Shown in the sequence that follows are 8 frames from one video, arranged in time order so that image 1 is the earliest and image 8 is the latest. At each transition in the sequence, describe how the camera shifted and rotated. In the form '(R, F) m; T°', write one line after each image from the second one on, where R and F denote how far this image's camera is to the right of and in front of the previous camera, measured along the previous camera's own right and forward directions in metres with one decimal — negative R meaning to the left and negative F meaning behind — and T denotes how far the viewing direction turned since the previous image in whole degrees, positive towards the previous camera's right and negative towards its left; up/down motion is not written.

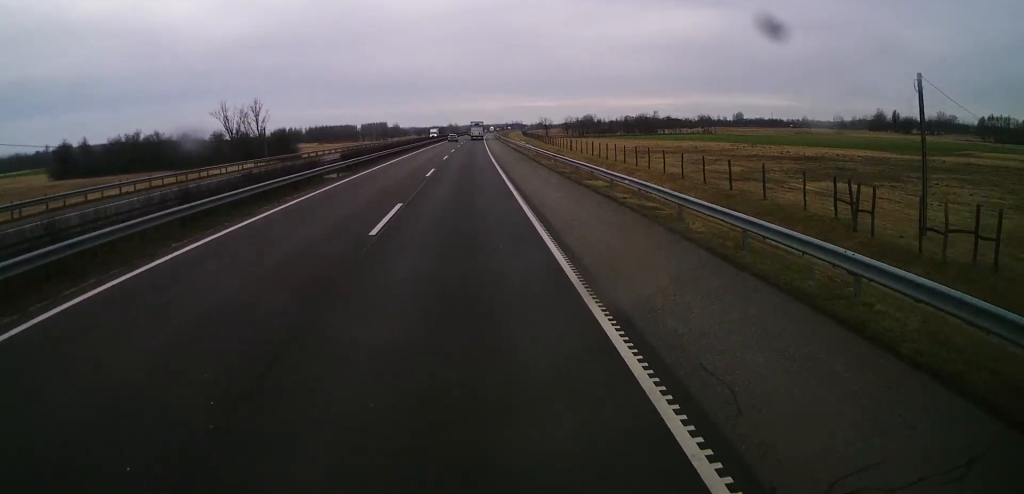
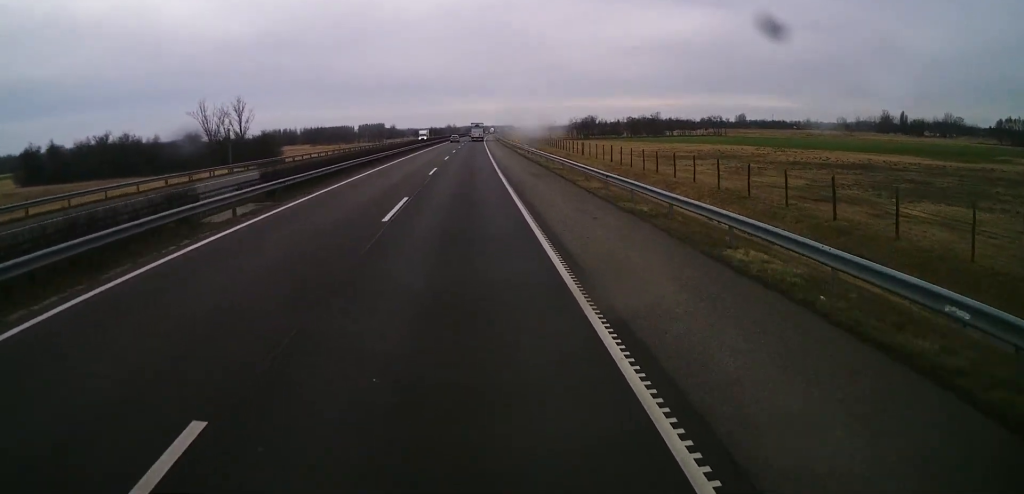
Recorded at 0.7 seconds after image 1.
(0.0, +15.3) m; 0°
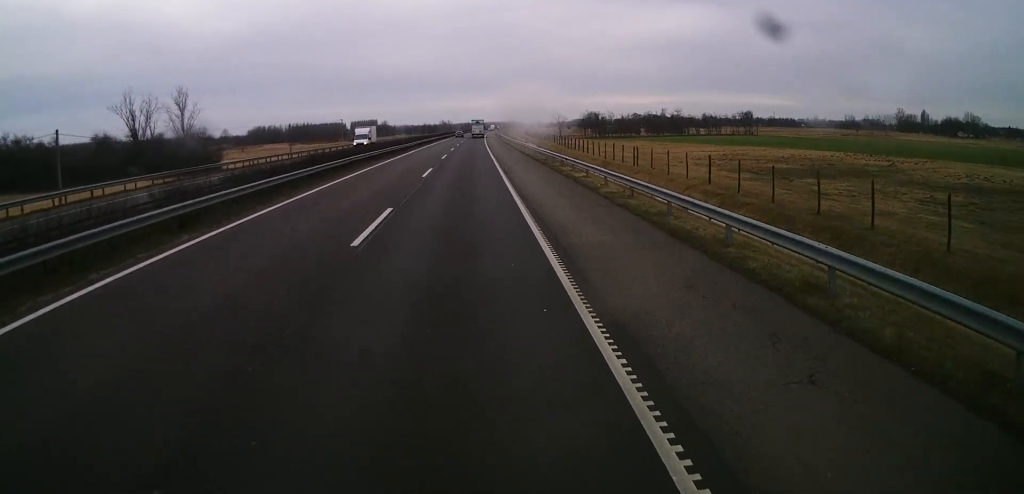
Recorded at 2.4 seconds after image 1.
(+0.4, +40.1) m; +2°
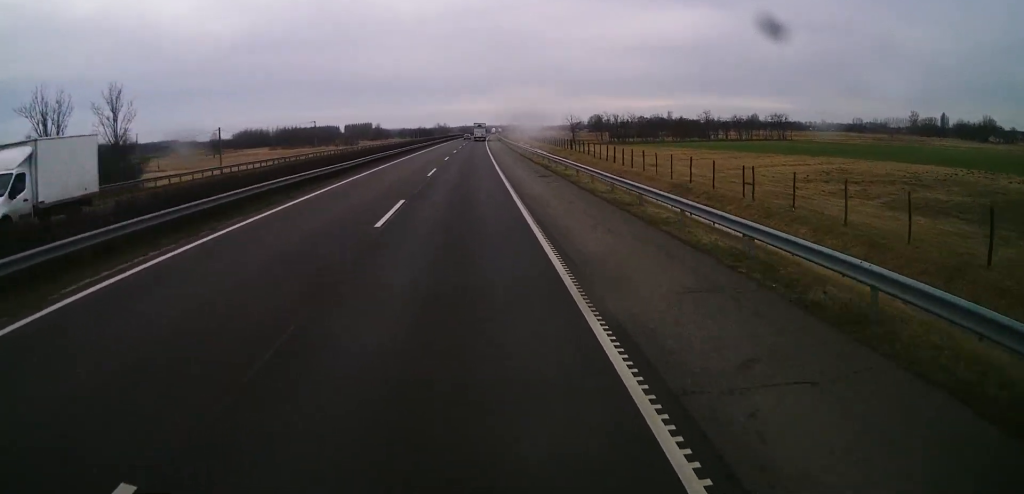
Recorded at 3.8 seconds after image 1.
(0.0, +33.3) m; 0°
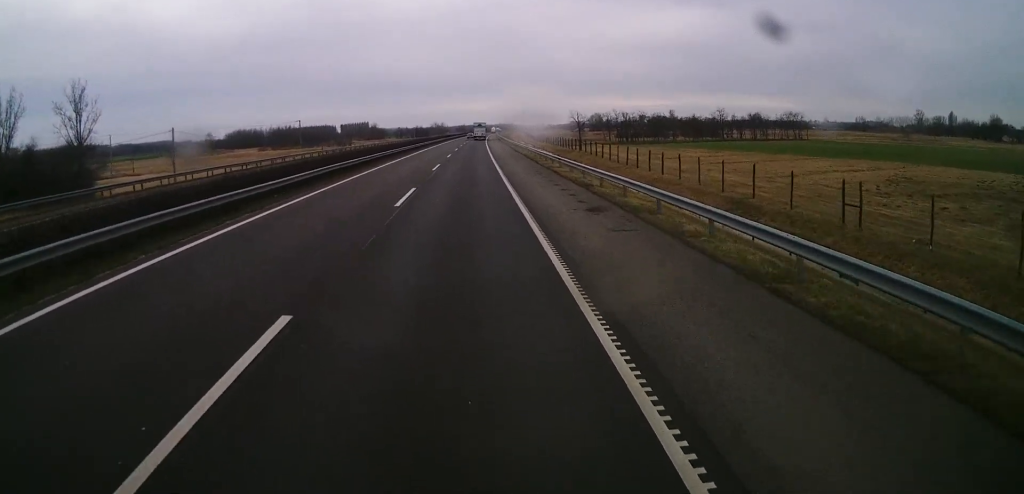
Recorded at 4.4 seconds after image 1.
(0.0, +14.0) m; 0°
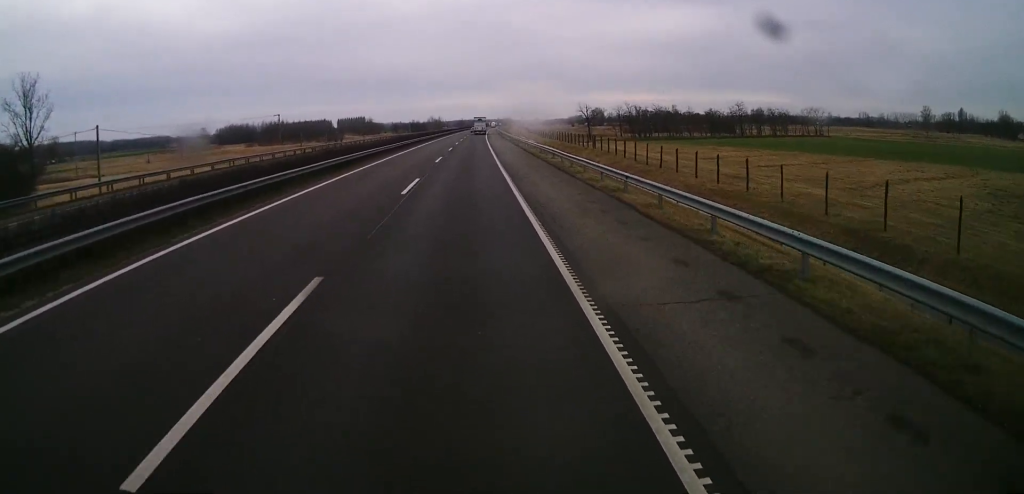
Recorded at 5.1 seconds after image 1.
(+0.2, +16.3) m; 0°
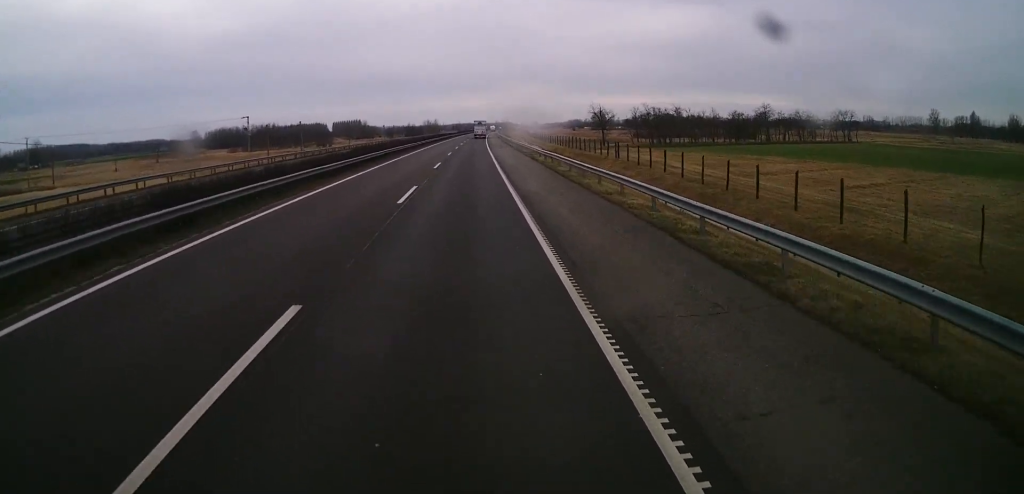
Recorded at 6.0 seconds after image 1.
(-0.3, +19.4) m; 0°
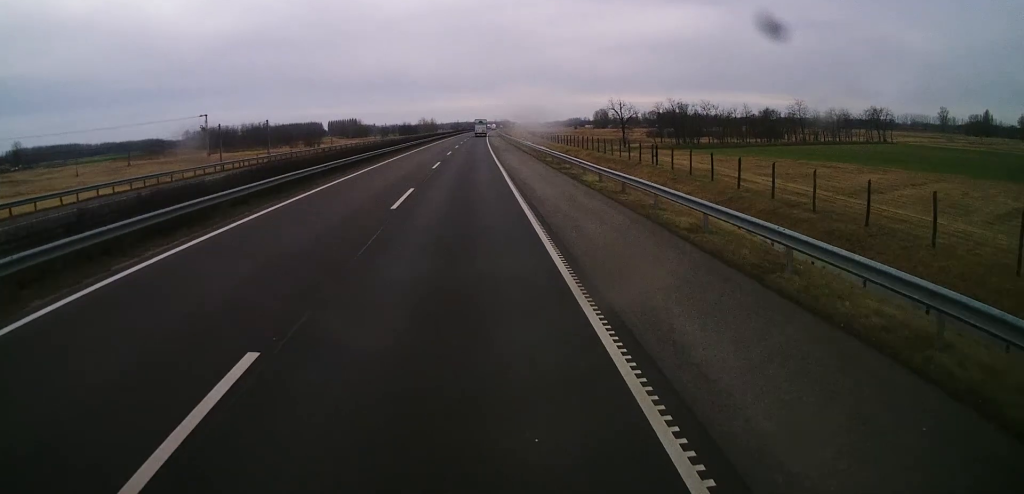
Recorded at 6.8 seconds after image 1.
(+0.1, +20.1) m; 0°
